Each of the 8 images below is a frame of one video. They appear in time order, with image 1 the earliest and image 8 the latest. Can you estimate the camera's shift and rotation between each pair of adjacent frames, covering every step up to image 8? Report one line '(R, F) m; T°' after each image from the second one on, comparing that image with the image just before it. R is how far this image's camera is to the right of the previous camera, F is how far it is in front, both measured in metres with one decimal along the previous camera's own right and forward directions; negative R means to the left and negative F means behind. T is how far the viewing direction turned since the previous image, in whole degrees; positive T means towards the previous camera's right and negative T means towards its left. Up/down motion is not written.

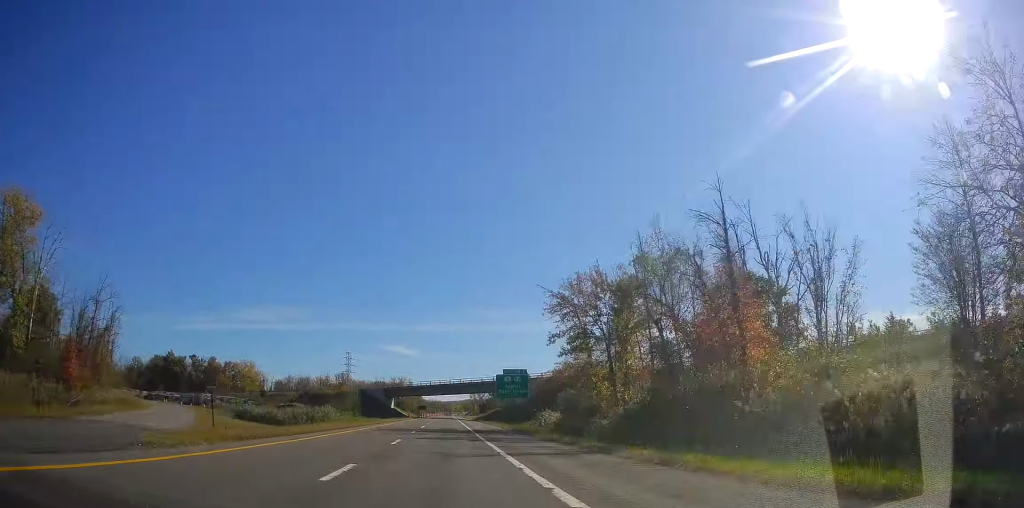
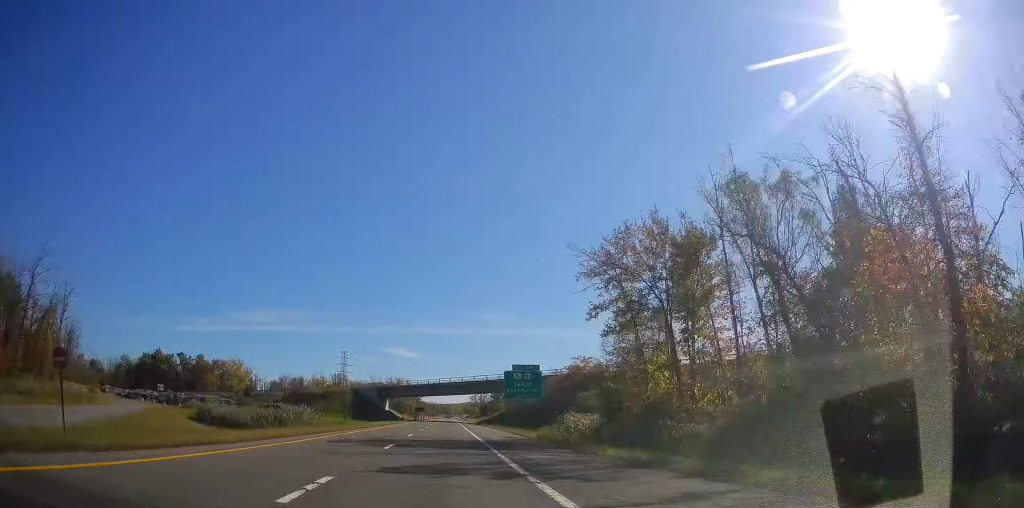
(-0.1, +14.6) m; 0°
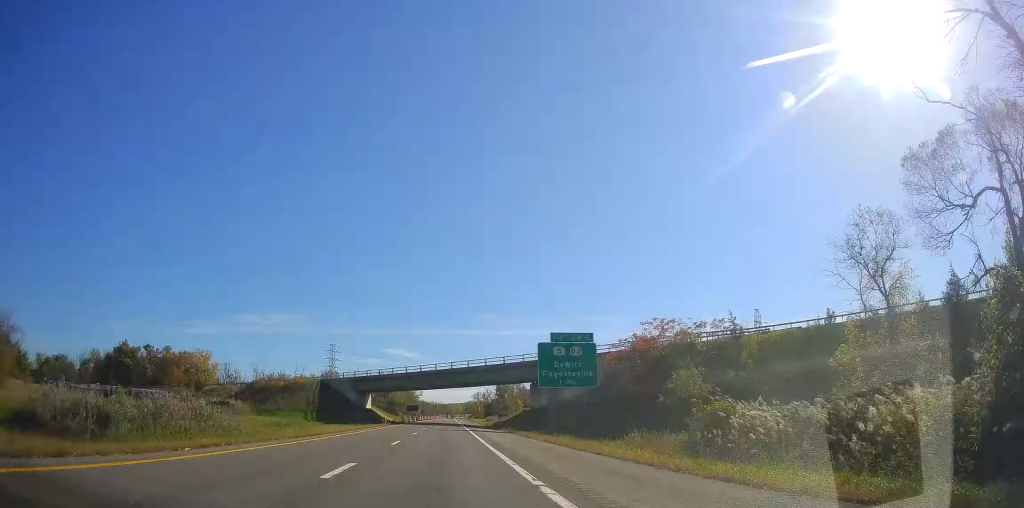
(-0.2, +34.1) m; -1°
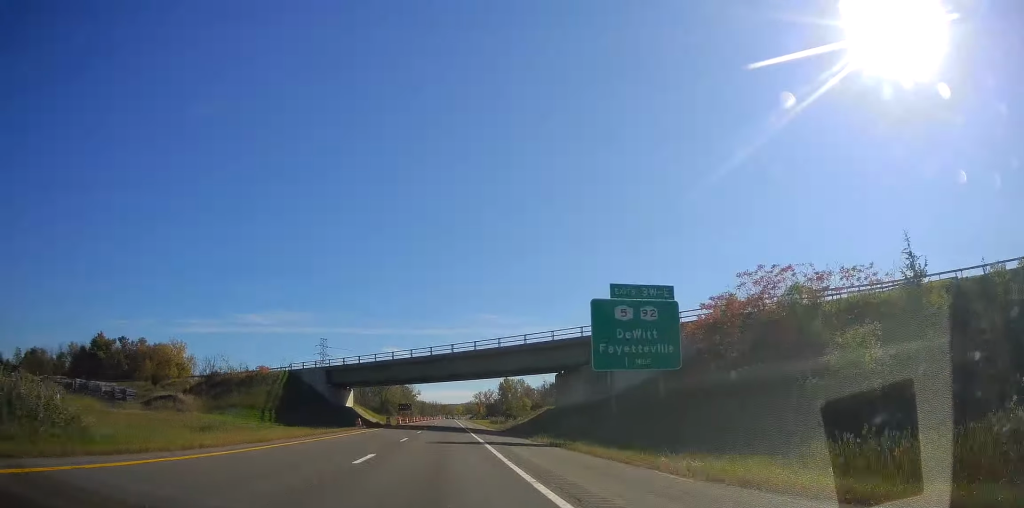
(-0.4, +21.3) m; 0°
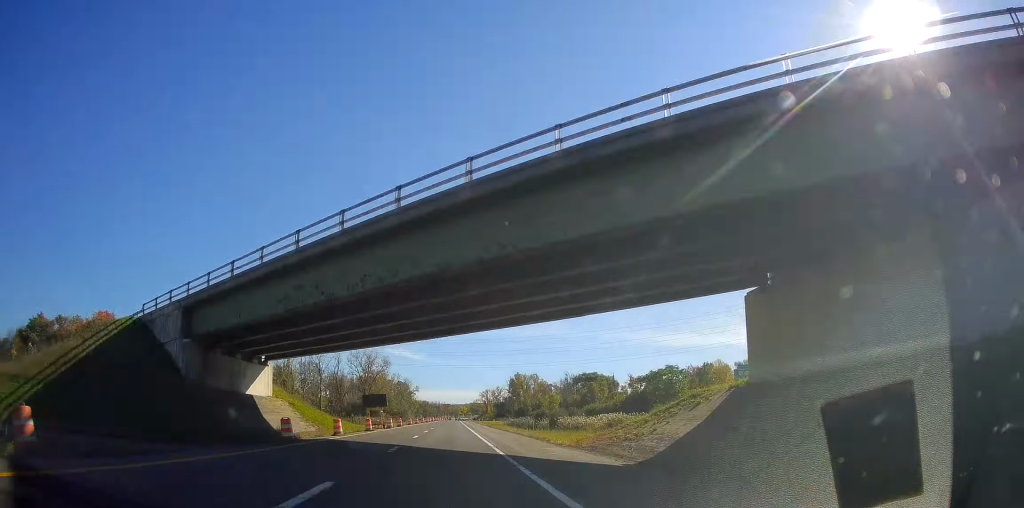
(+0.4, +44.4) m; 0°
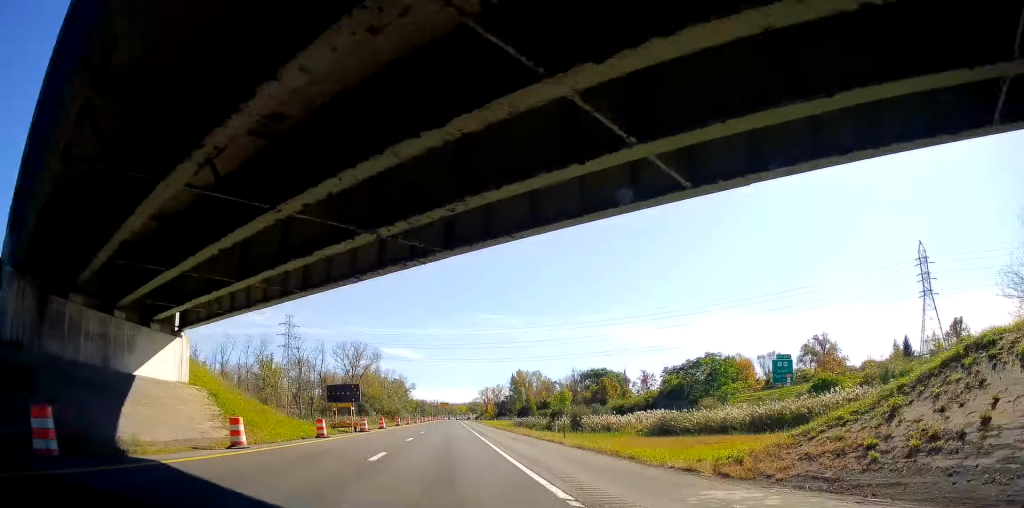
(-0.3, +16.3) m; -1°
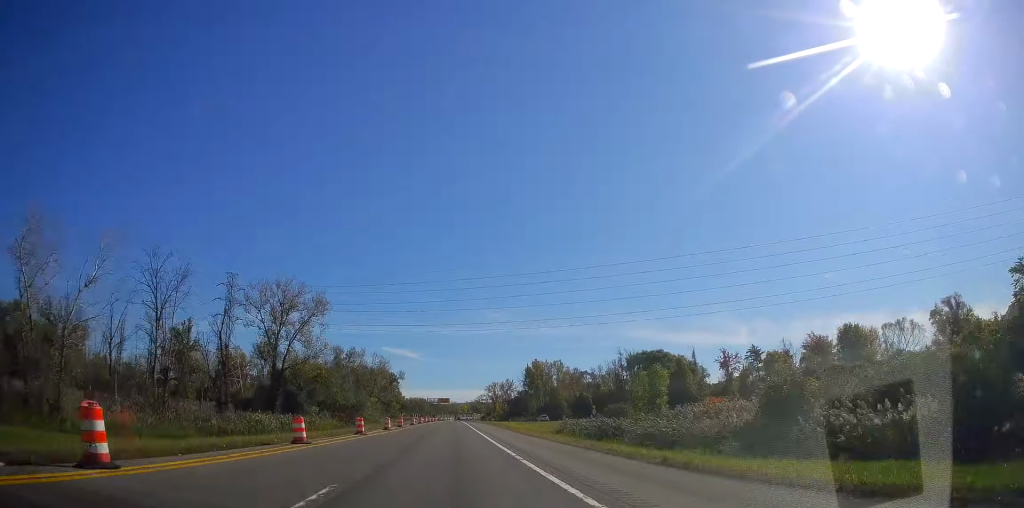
(+0.2, +57.6) m; 0°
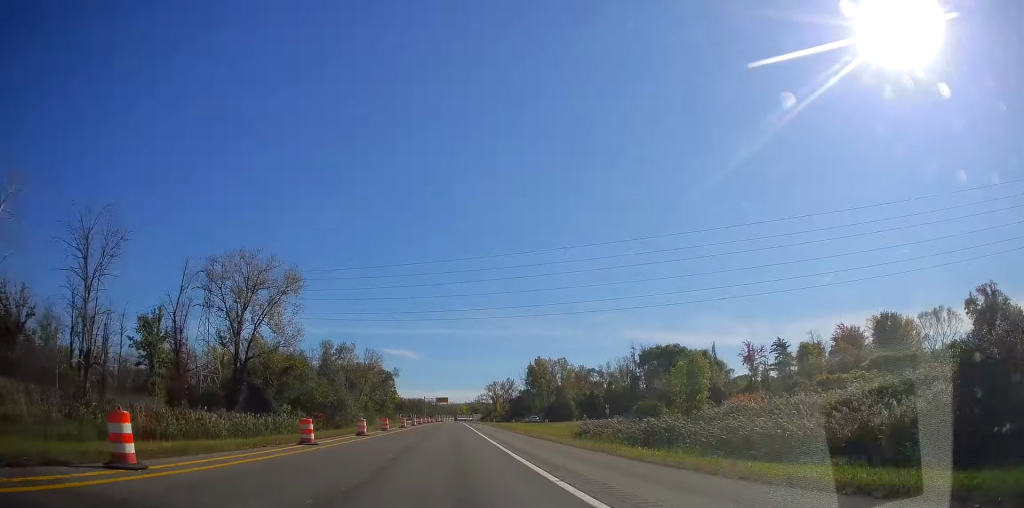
(-0.1, +12.4) m; 0°
